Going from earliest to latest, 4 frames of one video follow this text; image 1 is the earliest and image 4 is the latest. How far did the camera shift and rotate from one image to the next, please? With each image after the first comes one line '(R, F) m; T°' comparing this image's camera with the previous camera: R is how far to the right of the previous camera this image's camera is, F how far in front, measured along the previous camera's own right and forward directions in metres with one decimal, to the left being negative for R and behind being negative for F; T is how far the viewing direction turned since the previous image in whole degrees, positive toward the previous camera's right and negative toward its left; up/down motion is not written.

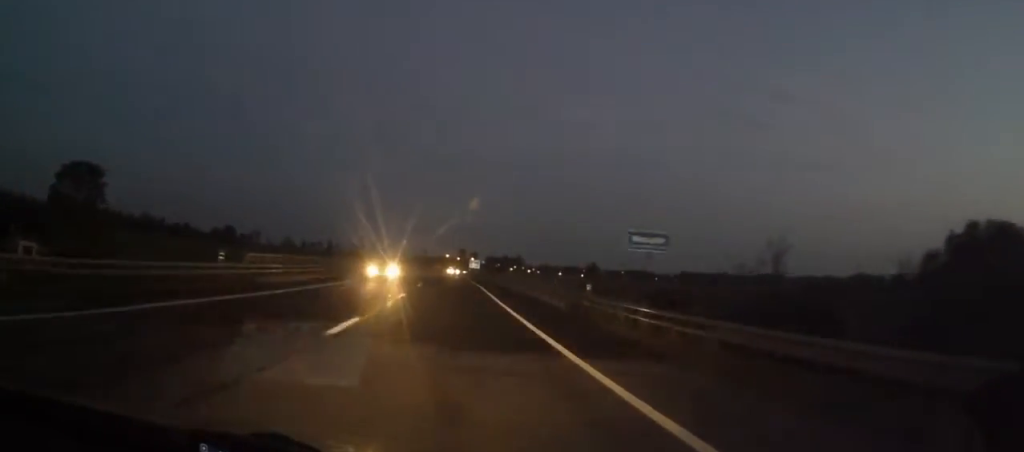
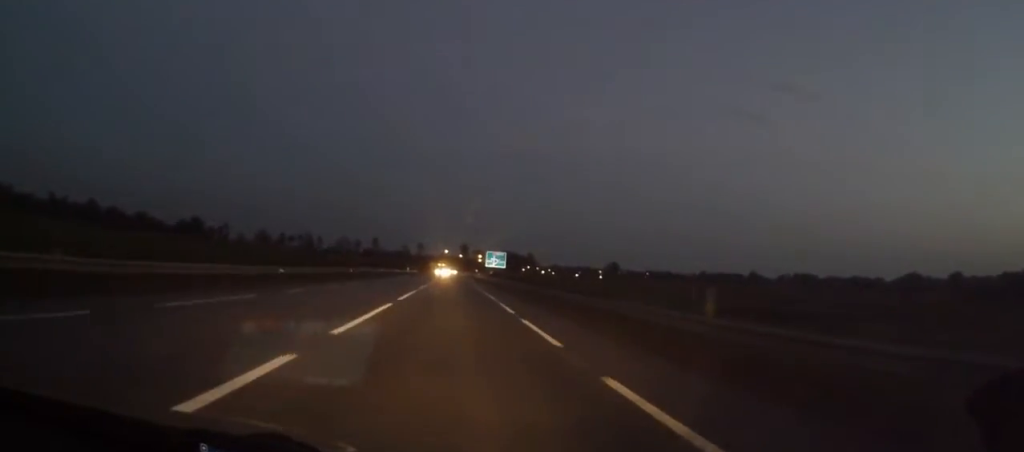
(-0.1, +109.5) m; 0°
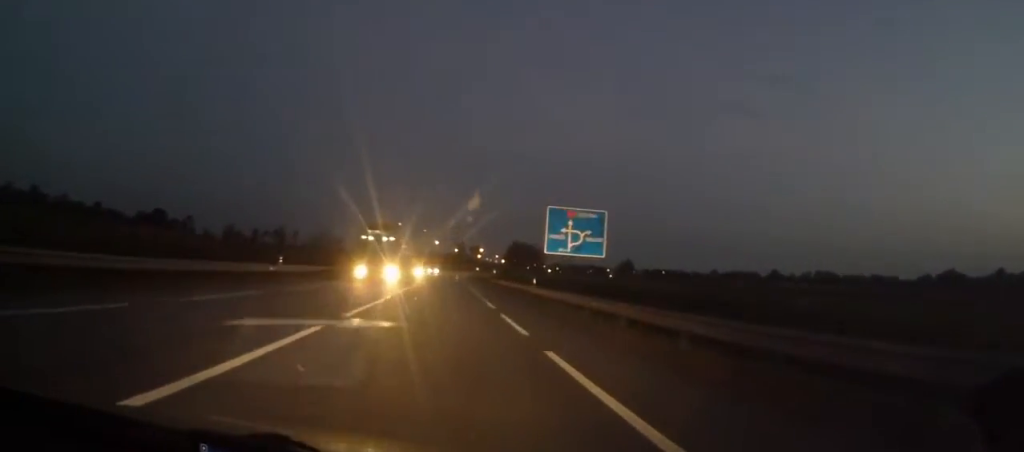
(-0.2, +80.1) m; 0°
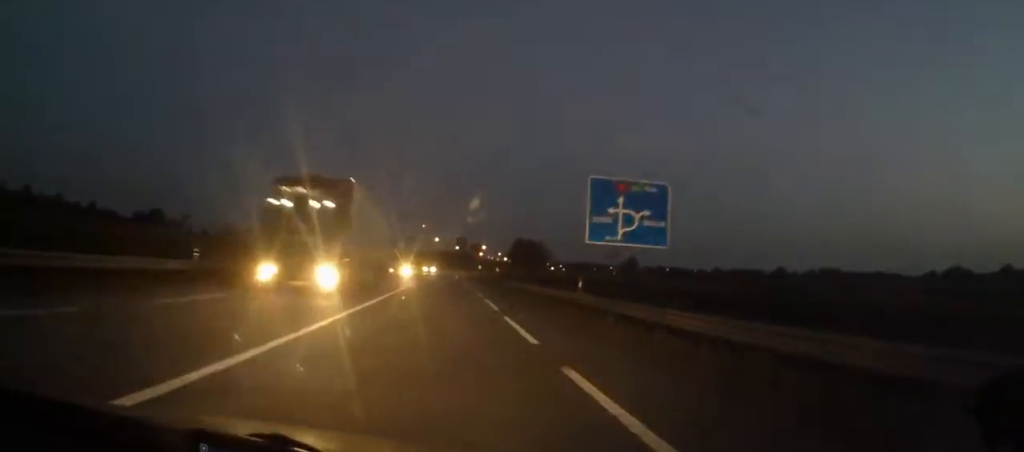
(0.0, +11.2) m; 0°
